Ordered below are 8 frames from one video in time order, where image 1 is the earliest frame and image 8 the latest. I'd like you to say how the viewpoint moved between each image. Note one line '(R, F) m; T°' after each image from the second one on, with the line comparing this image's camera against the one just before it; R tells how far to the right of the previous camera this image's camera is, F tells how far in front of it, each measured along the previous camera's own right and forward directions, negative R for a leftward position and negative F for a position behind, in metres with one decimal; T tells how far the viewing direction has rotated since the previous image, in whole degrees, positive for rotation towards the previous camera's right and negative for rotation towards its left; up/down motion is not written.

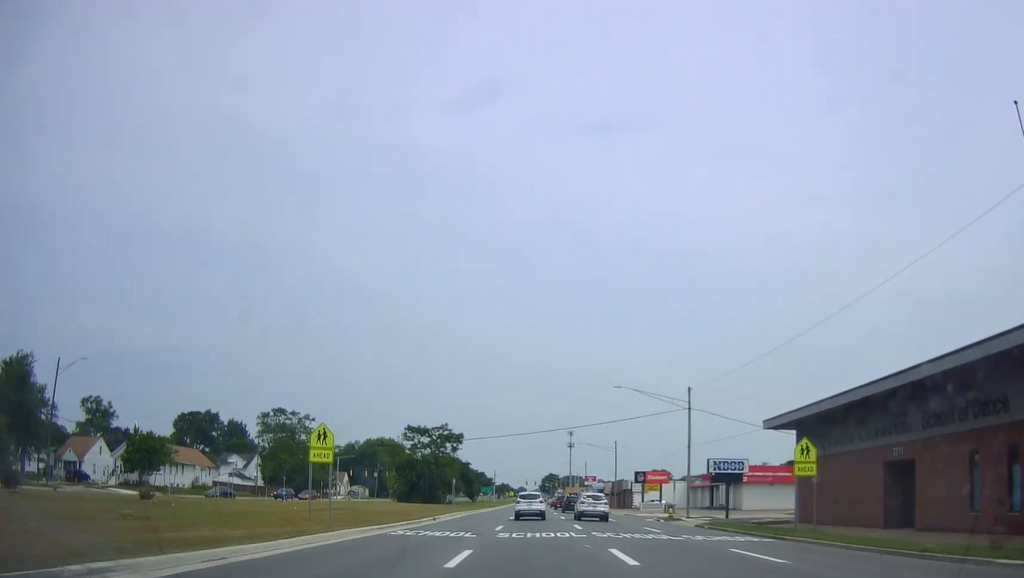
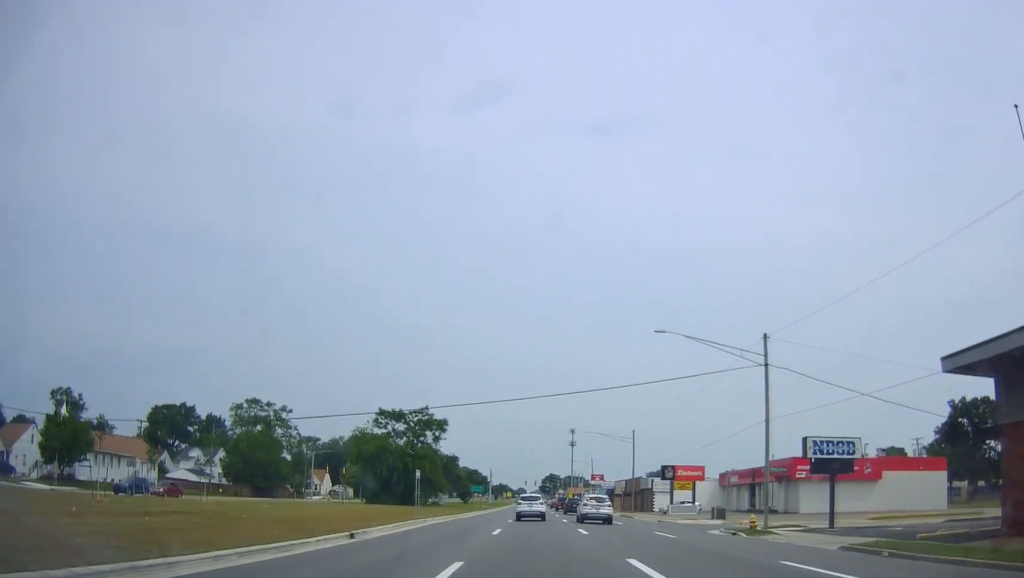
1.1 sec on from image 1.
(-0.3, +17.9) m; -1°
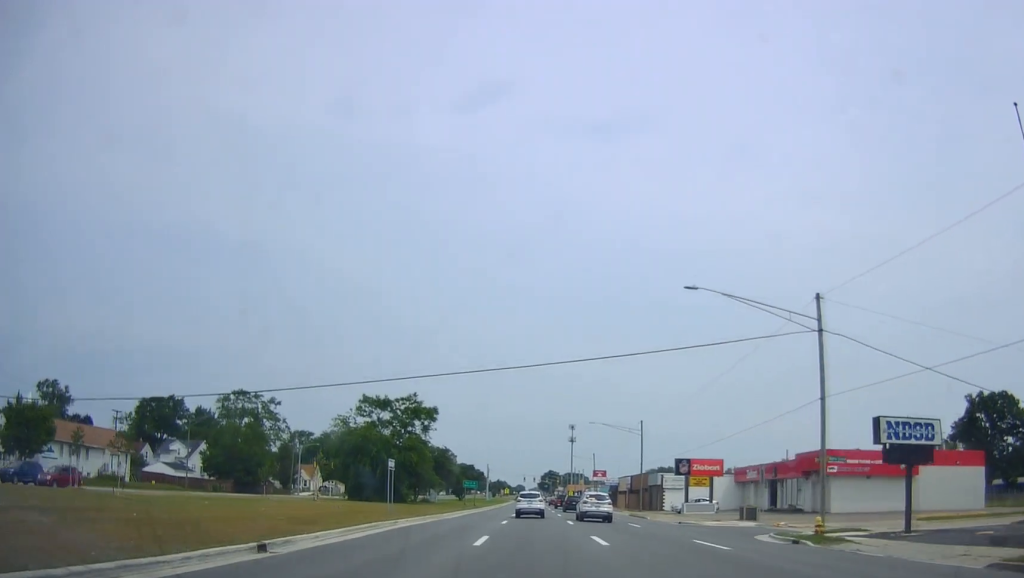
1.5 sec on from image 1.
(-0.3, +7.3) m; 0°
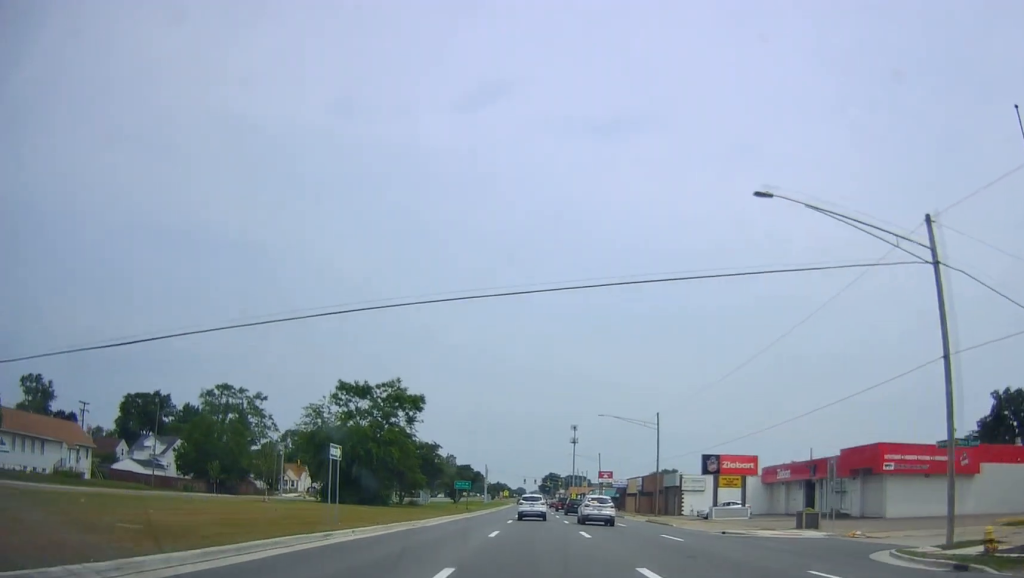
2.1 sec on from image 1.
(+0.4, +9.5) m; 0°
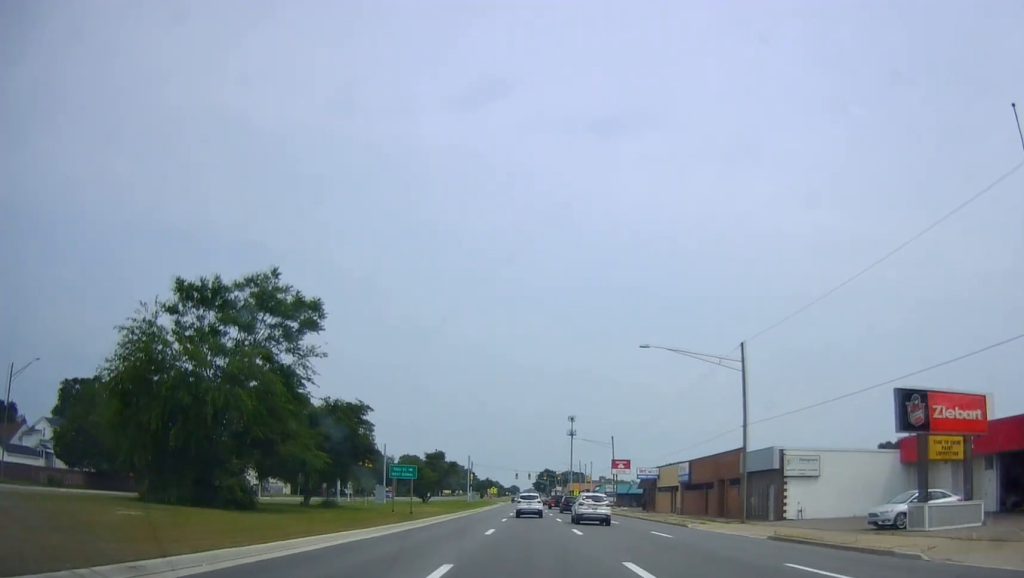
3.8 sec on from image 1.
(-0.2, +29.3) m; +1°
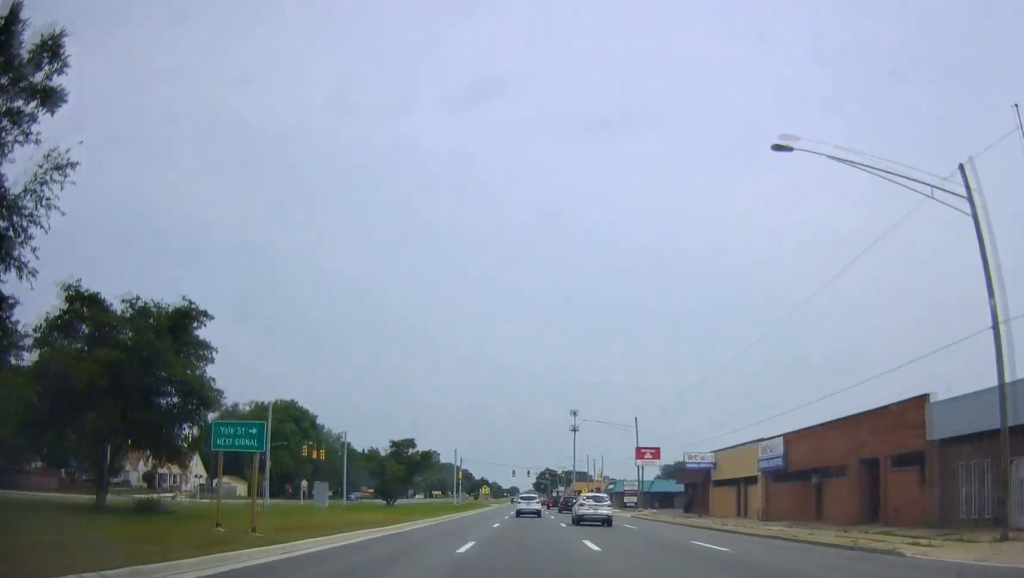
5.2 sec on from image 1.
(+0.7, +22.6) m; +2°
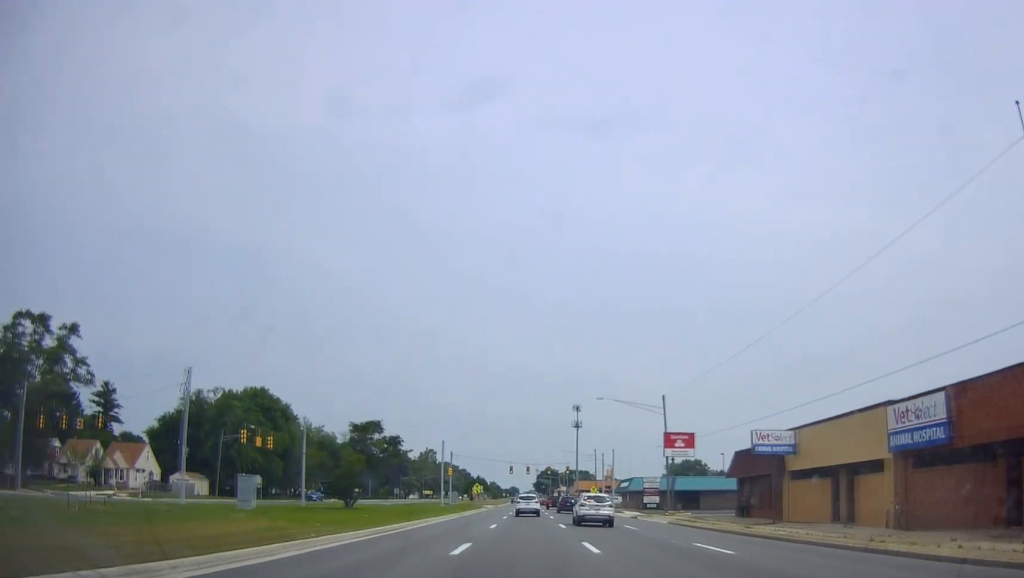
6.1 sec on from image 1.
(0.0, +15.7) m; -1°
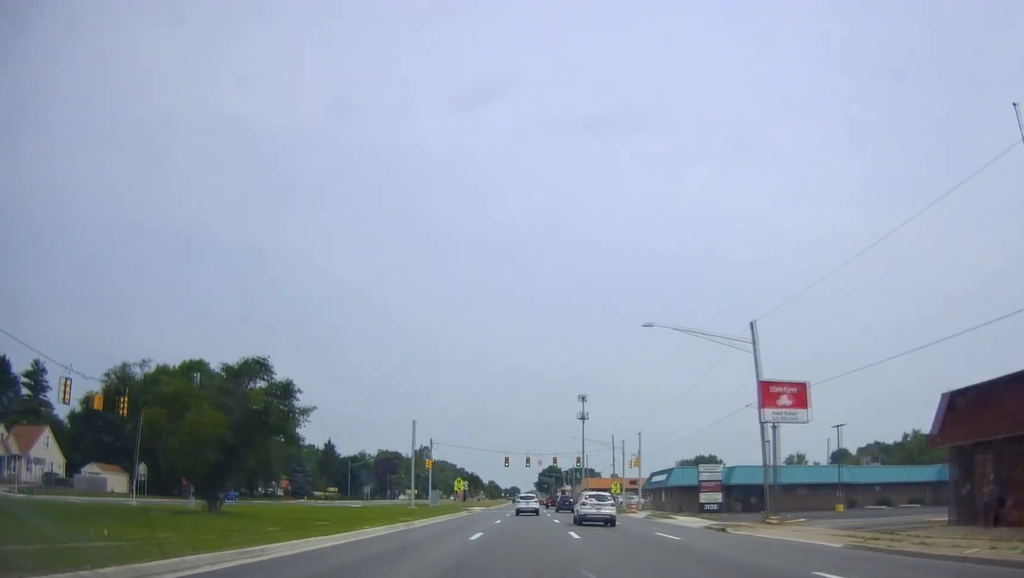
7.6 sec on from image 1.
(-0.4, +24.4) m; 0°
